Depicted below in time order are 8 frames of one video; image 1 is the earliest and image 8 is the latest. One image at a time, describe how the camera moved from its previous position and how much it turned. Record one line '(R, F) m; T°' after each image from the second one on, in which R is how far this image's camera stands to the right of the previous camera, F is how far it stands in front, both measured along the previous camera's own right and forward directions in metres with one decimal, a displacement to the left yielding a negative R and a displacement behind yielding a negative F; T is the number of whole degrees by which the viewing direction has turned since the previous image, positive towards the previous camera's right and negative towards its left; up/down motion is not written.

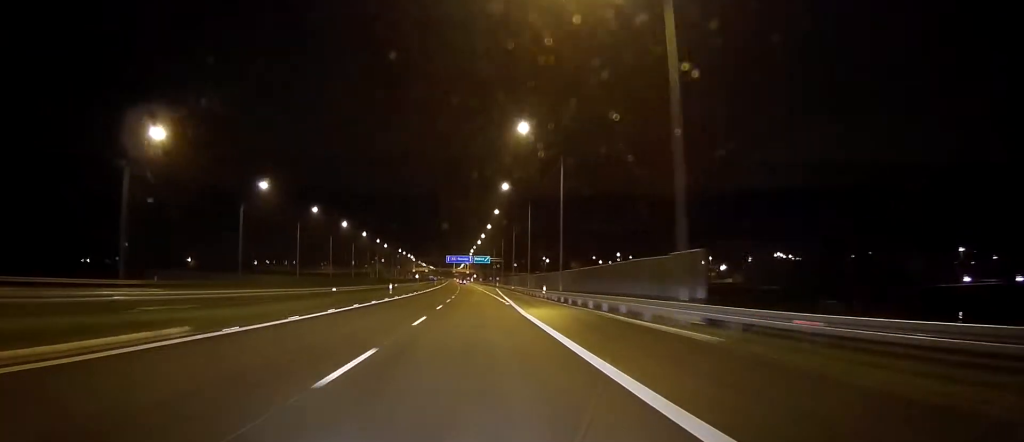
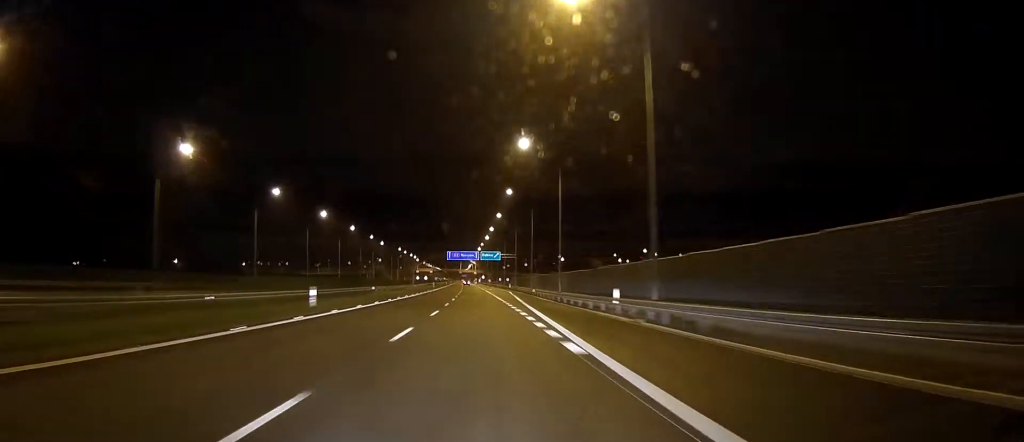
(-0.1, +29.3) m; -1°
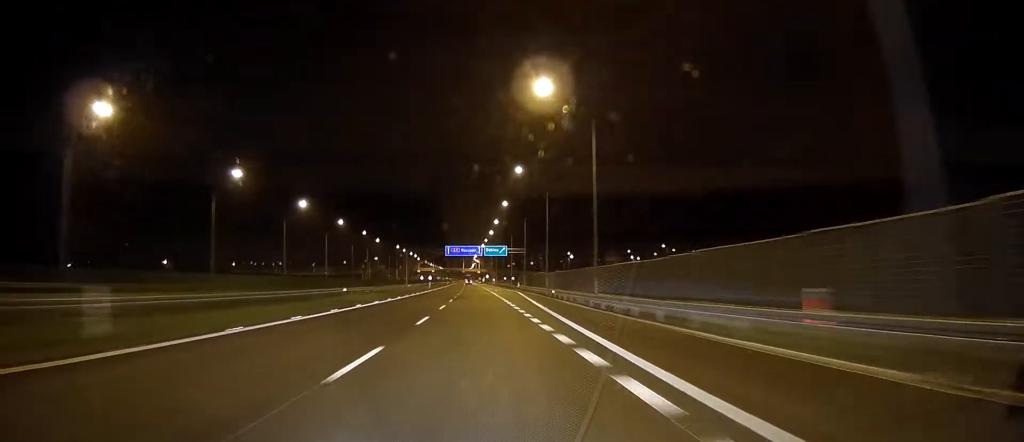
(-0.1, +18.3) m; 0°
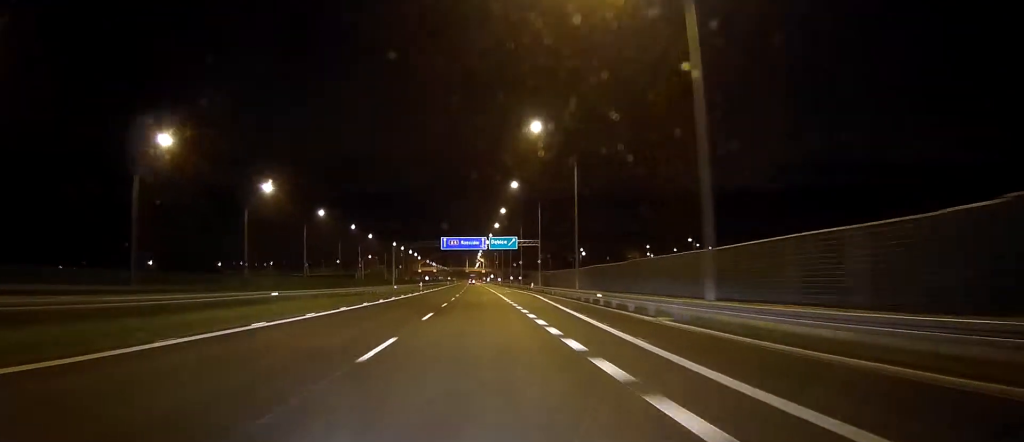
(-0.1, +21.9) m; 0°
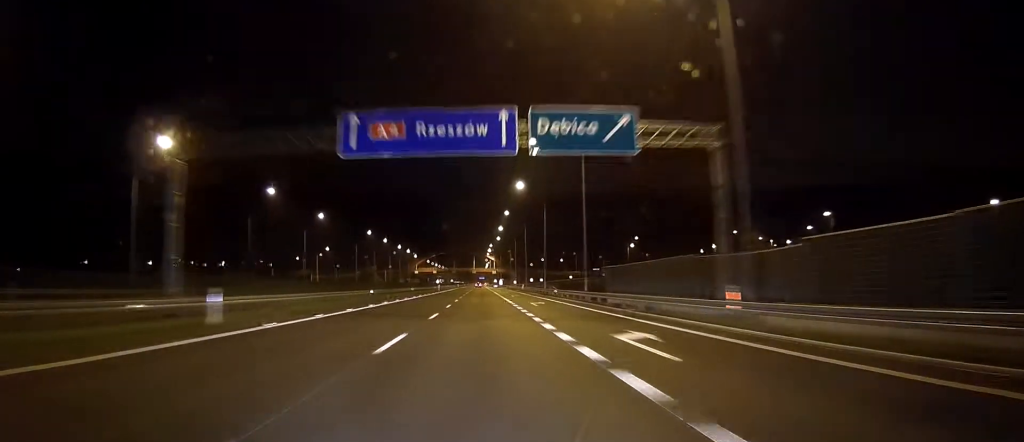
(-1.2, +70.3) m; -2°
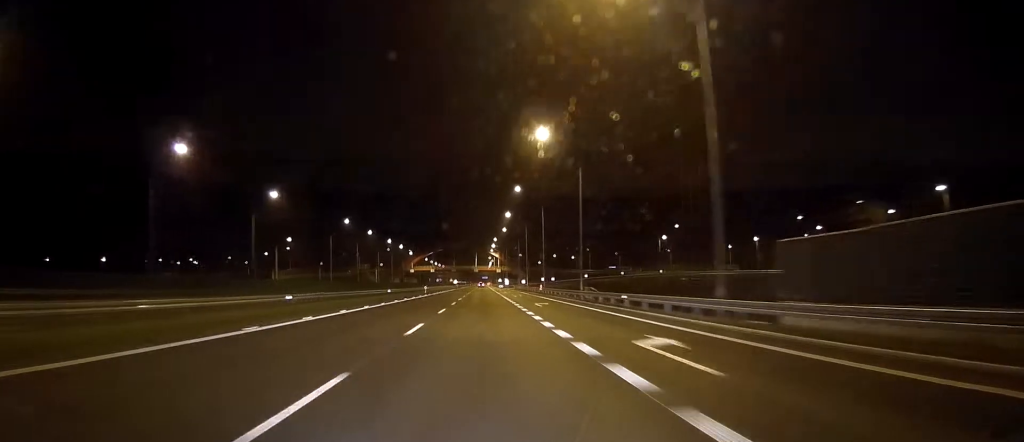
(0.0, +31.4) m; 0°
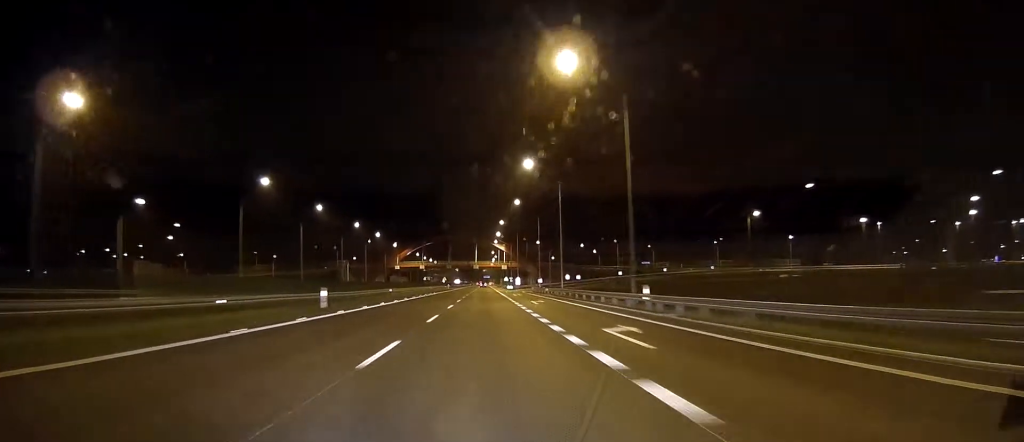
(-0.2, +54.4) m; 0°
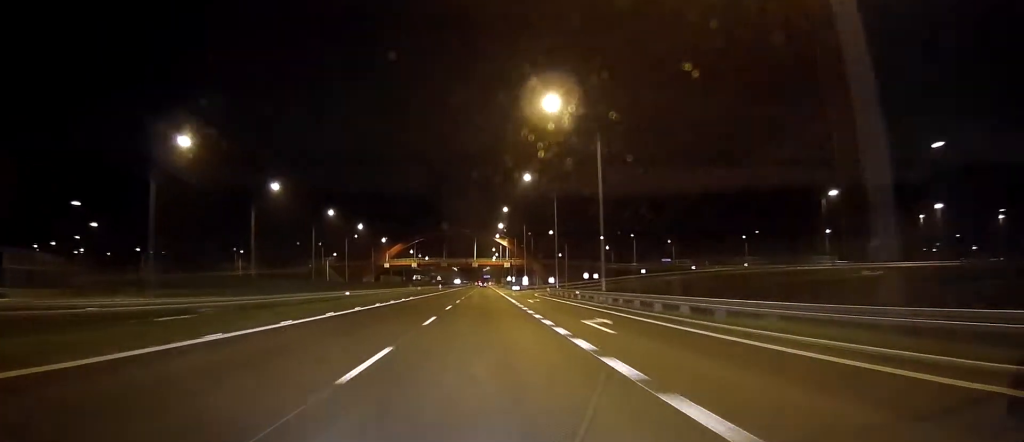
(0.0, +25.4) m; 0°
